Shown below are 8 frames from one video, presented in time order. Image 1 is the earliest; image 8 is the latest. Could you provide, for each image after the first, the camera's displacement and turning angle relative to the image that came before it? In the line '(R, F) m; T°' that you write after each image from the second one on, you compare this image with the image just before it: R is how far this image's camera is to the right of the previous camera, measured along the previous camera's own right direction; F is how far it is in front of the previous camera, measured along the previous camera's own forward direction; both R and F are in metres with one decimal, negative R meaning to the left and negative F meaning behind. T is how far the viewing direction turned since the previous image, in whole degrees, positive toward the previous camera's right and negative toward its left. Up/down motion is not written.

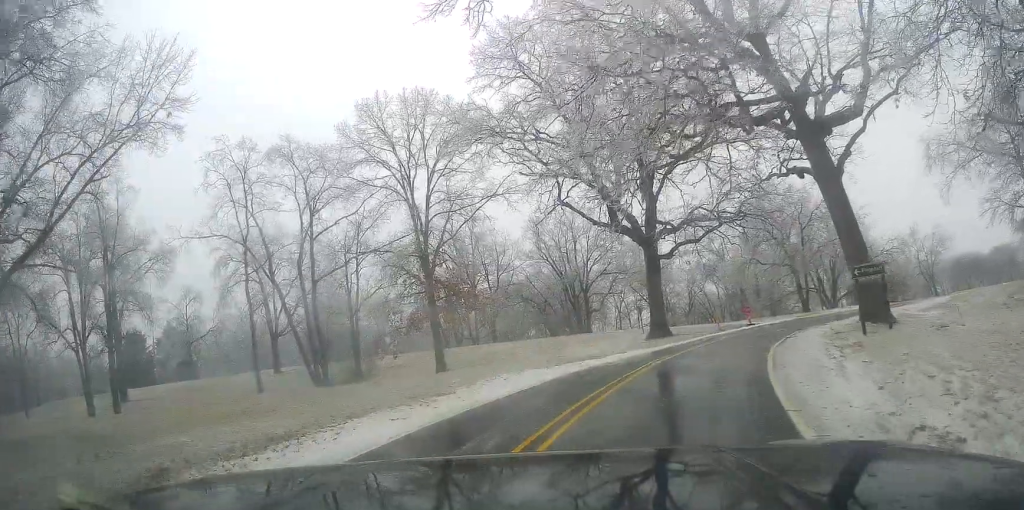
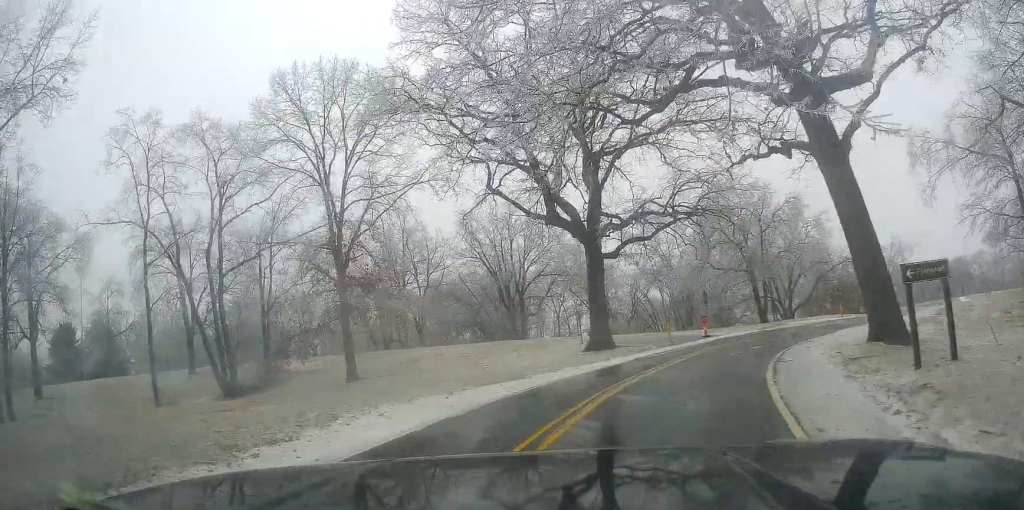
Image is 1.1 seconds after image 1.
(+1.2, +5.5) m; +7°
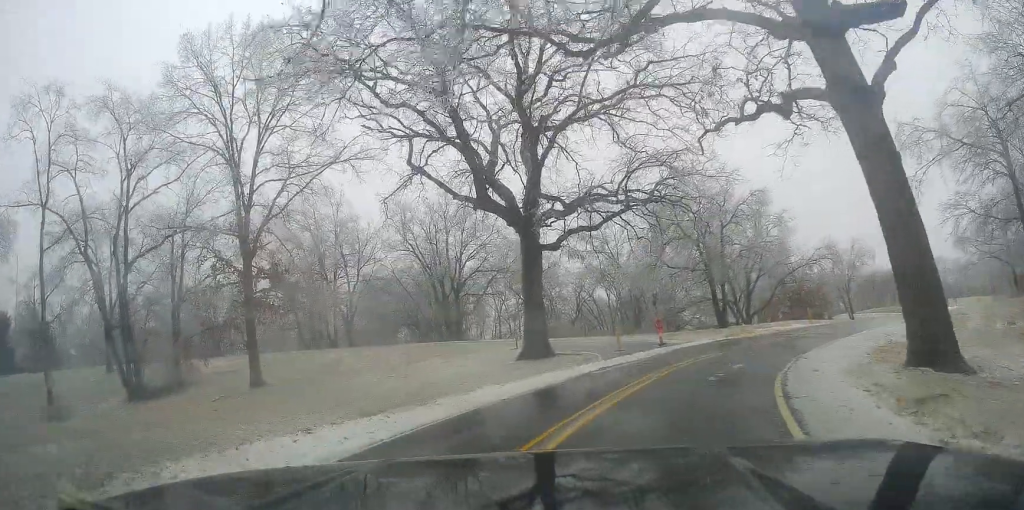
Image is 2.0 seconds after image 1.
(-0.6, +5.4) m; 0°
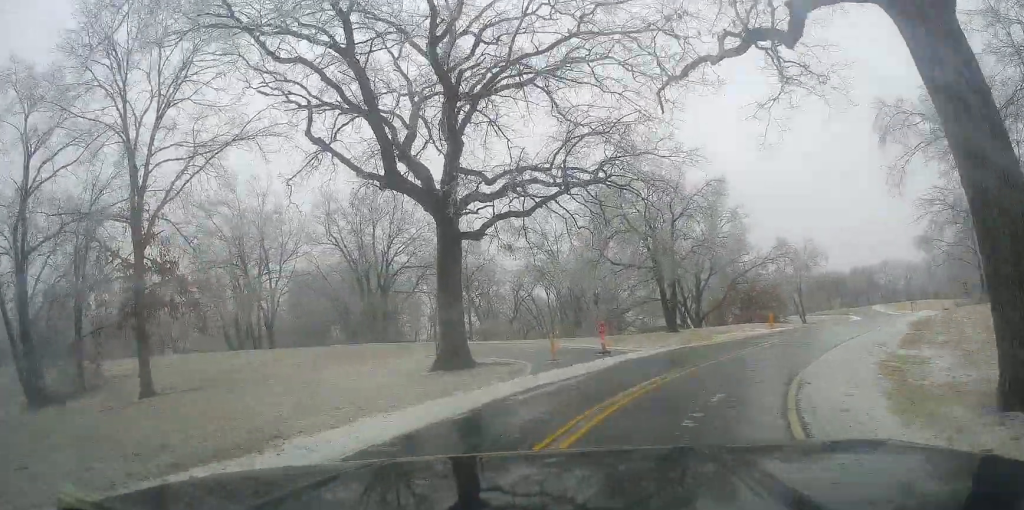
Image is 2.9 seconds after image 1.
(+0.4, +5.1) m; +10°
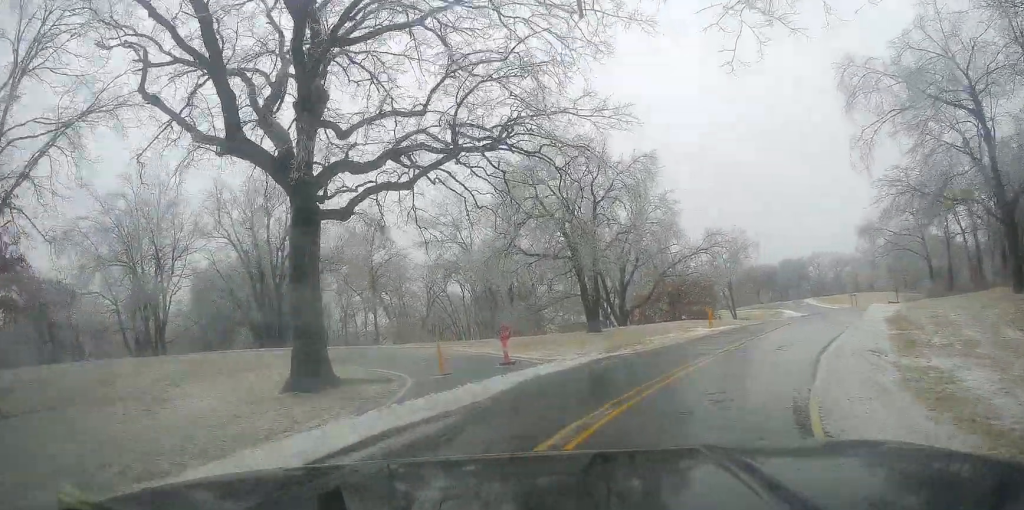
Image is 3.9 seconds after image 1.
(+0.8, +6.2) m; +11°
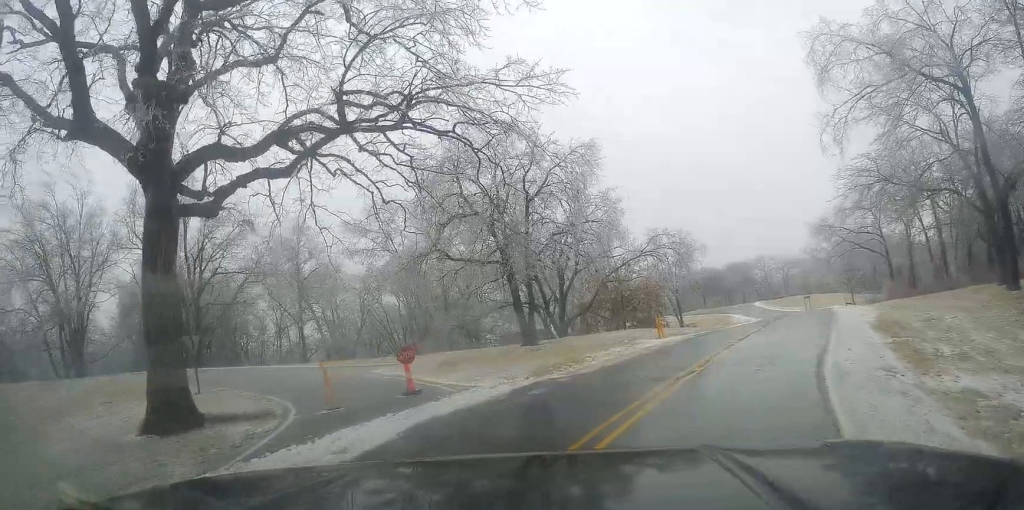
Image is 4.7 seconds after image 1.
(+0.2, +4.0) m; +6°
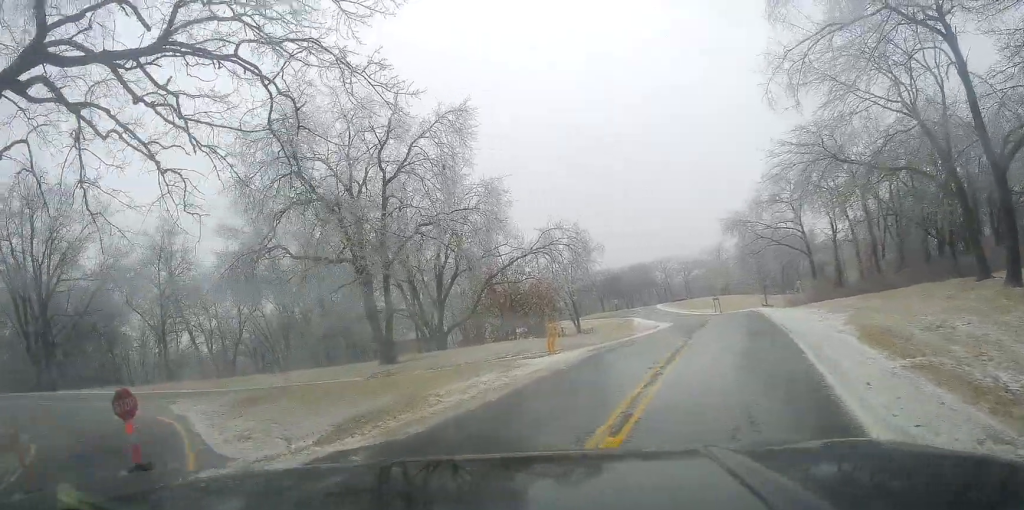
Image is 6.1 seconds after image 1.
(+0.5, +5.8) m; +10°
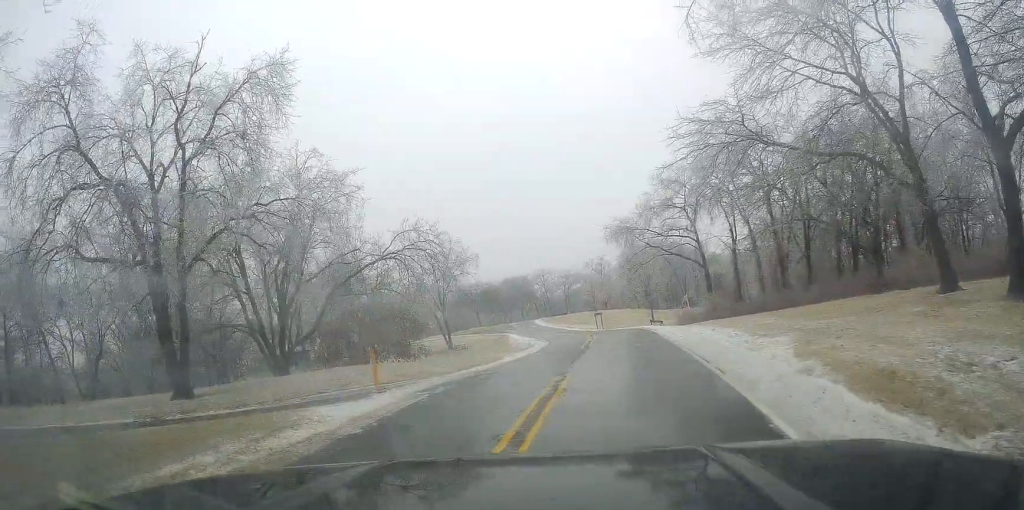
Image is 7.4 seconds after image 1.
(+0.2, +5.6) m; +3°
